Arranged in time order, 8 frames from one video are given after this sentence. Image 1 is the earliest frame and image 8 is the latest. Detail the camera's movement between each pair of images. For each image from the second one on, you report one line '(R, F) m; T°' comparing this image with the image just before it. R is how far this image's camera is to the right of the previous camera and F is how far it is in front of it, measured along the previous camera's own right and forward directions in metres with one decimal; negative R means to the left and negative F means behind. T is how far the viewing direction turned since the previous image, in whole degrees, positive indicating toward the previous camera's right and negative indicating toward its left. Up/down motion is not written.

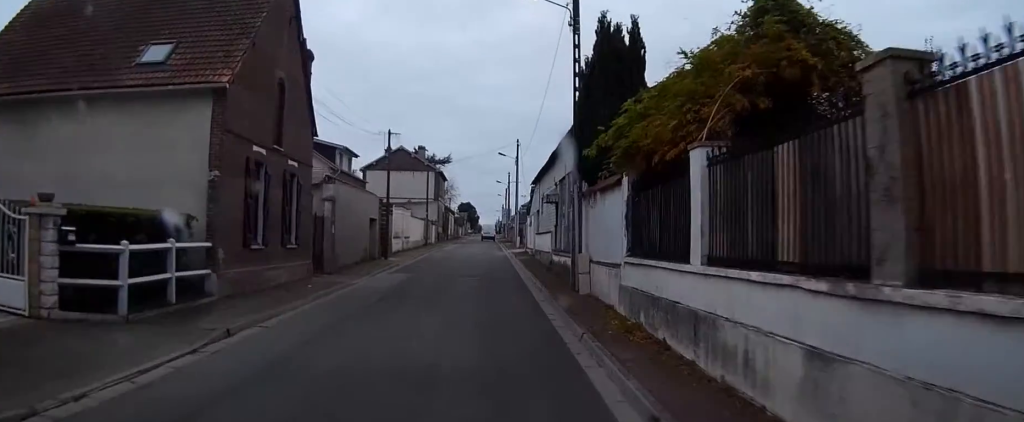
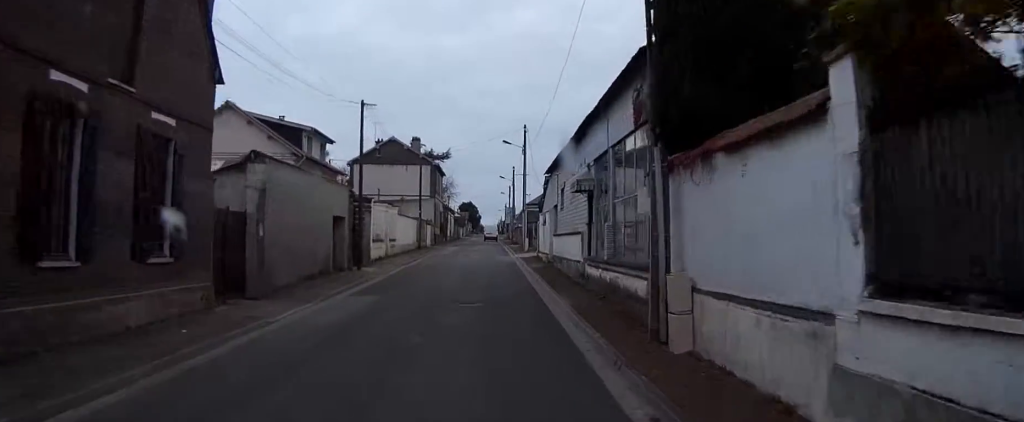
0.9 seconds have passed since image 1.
(0.0, +9.1) m; +2°
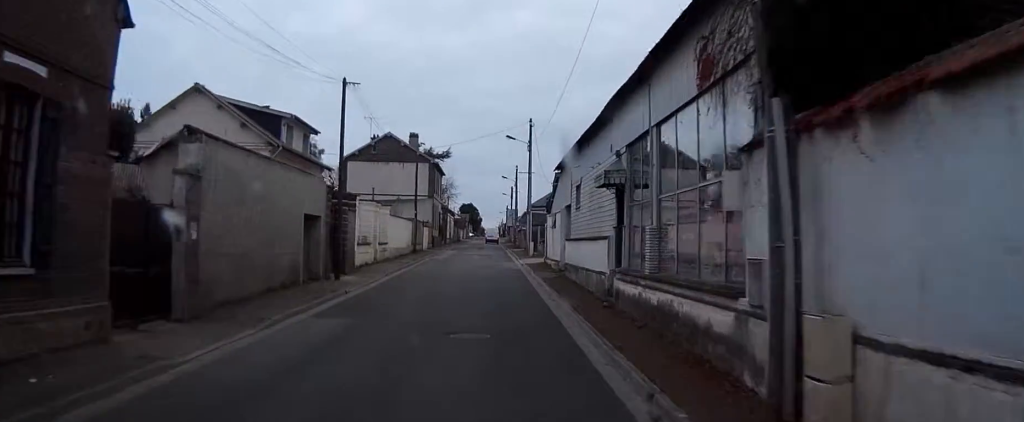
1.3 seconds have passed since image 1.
(-0.1, +4.4) m; +2°
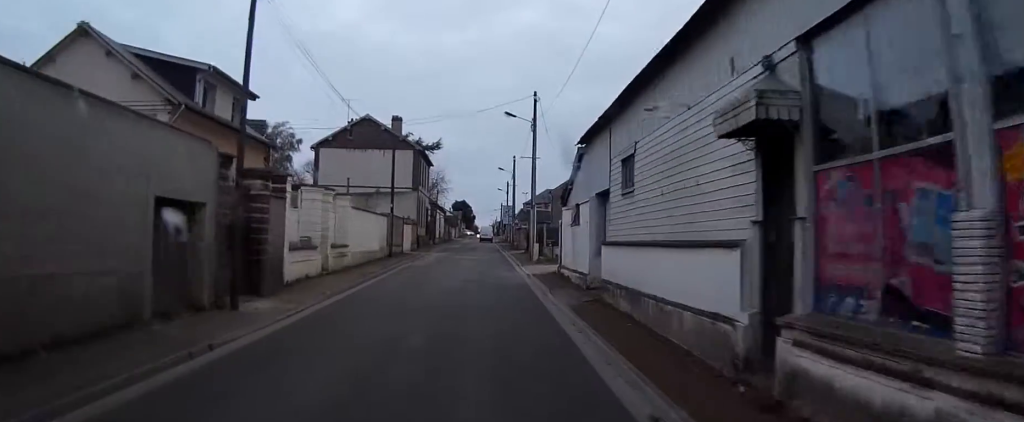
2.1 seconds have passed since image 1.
(+0.5, +9.4) m; 0°
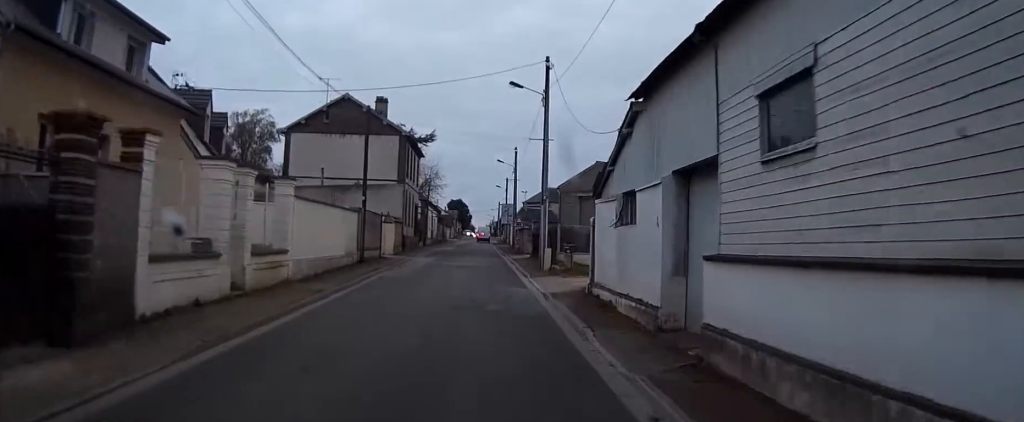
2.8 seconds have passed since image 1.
(0.0, +8.6) m; -1°
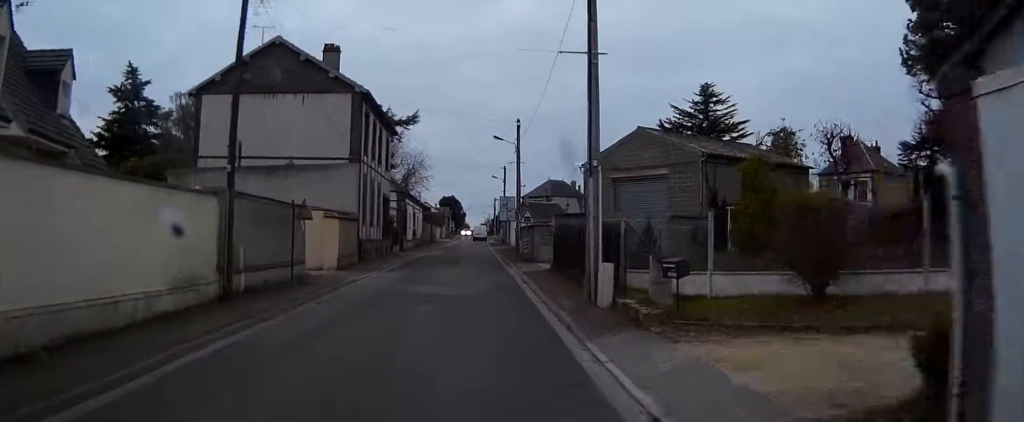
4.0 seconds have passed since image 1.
(-0.6, +16.2) m; -2°
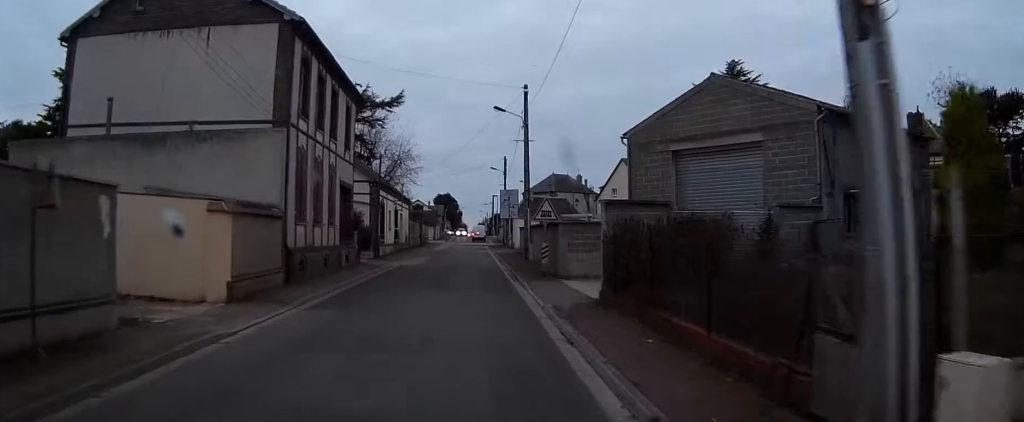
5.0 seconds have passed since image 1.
(-0.1, +12.6) m; -1°
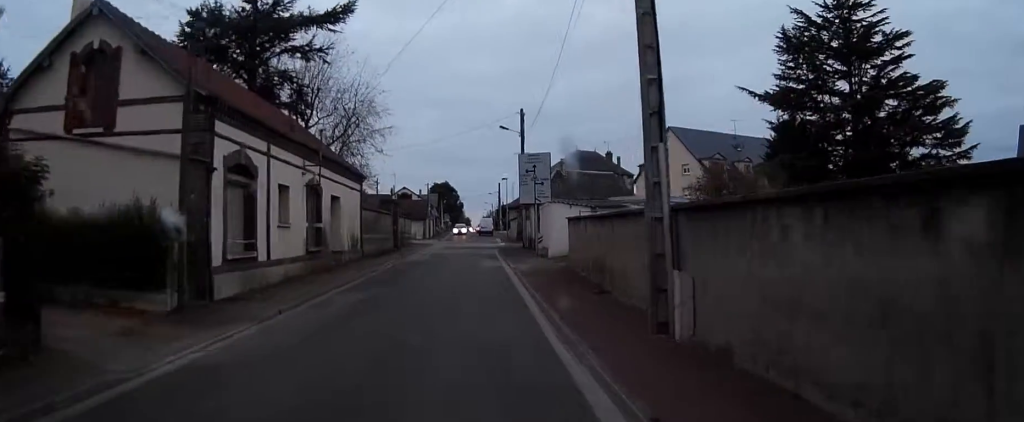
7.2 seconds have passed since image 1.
(-0.9, +28.7) m; -7°
